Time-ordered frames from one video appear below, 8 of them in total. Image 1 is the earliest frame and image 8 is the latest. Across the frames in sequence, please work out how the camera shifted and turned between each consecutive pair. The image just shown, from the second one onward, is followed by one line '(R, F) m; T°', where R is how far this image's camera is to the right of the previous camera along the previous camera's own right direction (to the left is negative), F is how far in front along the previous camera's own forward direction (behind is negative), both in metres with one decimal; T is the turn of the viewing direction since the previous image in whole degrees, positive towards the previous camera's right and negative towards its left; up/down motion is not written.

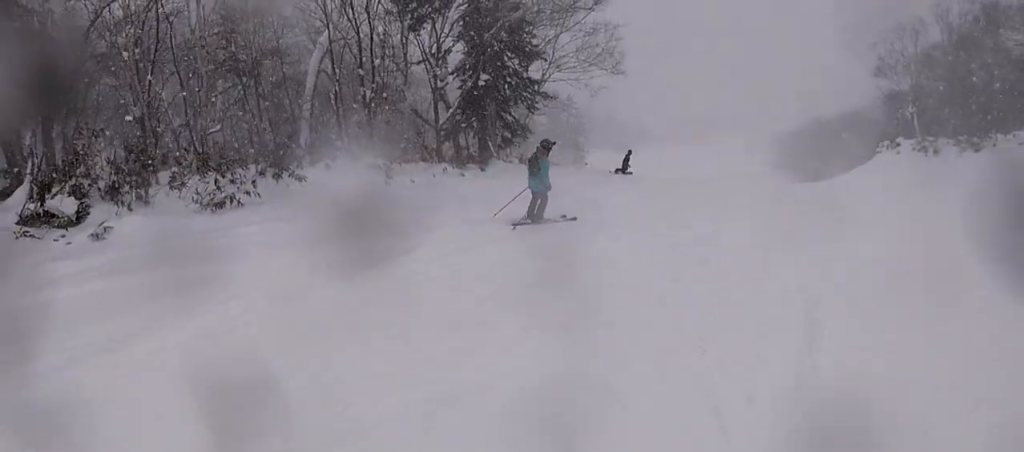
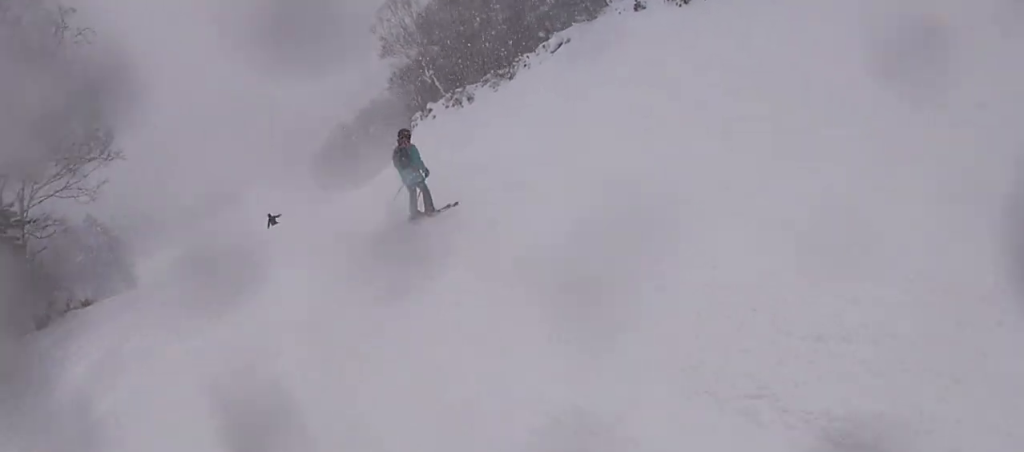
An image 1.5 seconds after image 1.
(+0.6, +4.5) m; +6°
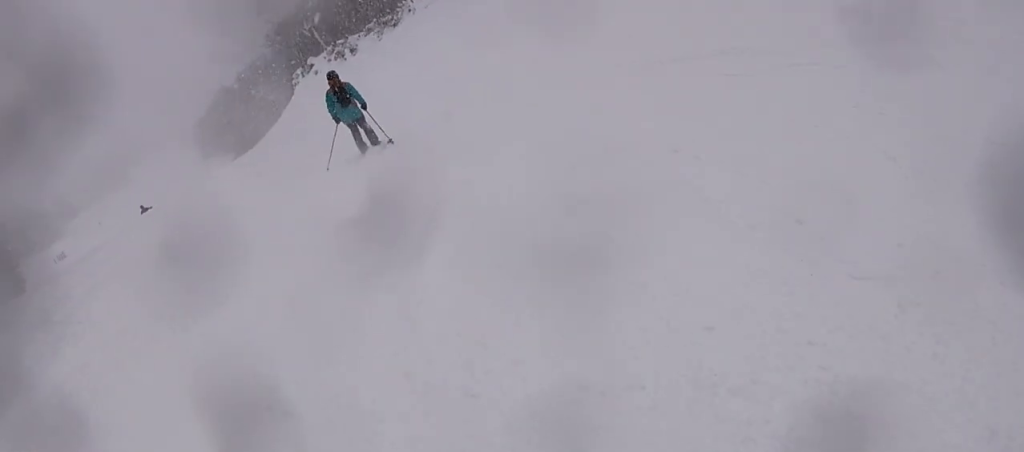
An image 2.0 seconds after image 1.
(-0.1, +1.6) m; +1°
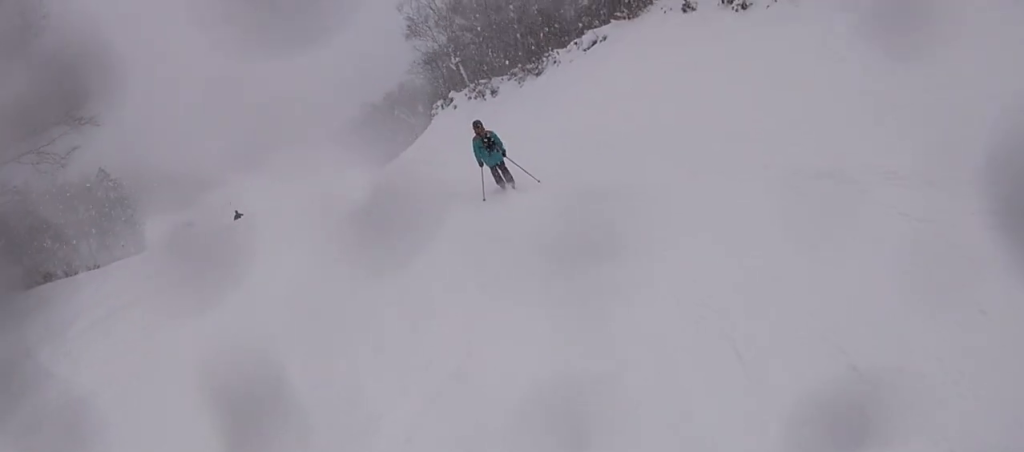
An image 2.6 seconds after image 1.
(+0.5, +2.0) m; +3°
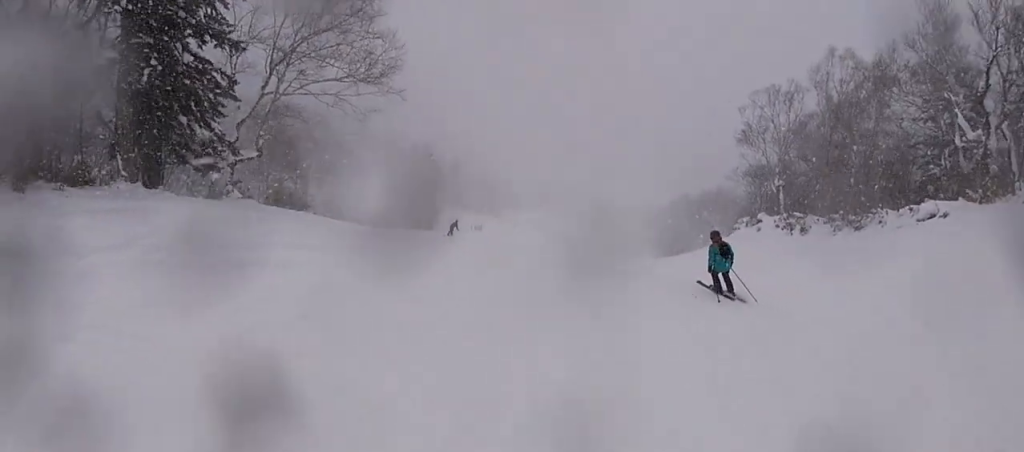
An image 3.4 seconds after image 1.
(-0.1, +3.3) m; -11°
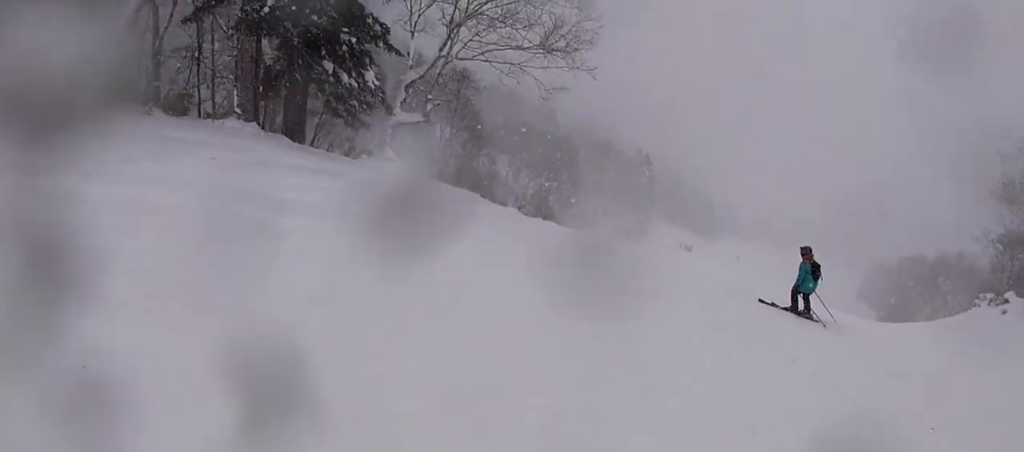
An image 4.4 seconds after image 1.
(-0.9, +4.2) m; -24°
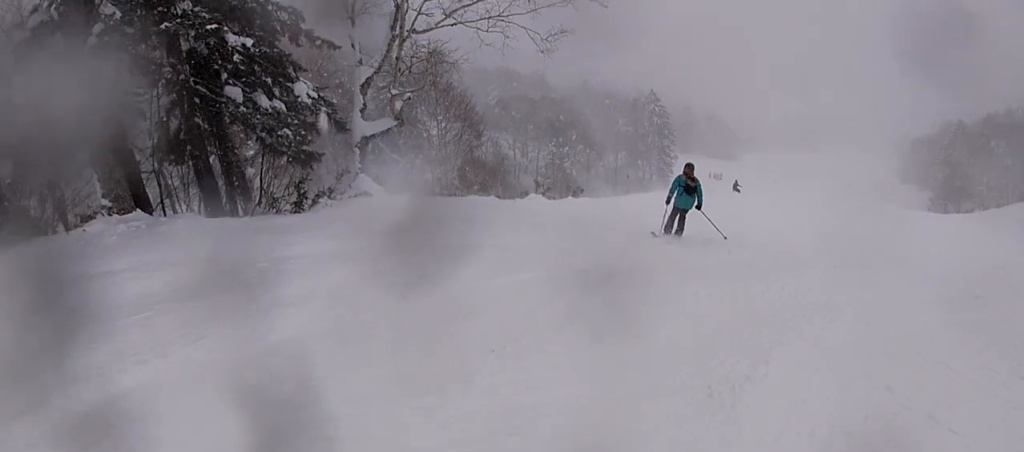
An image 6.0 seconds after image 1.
(-1.7, +6.1) m; -21°
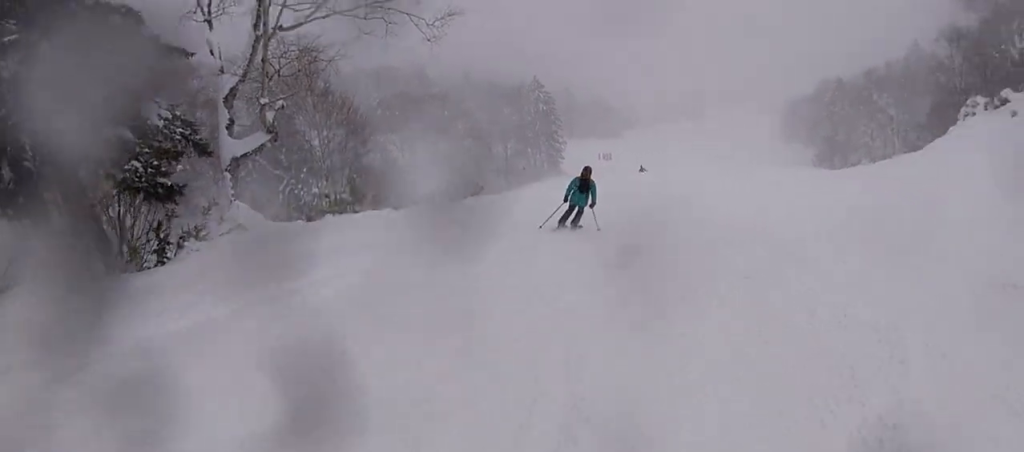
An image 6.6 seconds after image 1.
(-0.8, +2.3) m; +17°
